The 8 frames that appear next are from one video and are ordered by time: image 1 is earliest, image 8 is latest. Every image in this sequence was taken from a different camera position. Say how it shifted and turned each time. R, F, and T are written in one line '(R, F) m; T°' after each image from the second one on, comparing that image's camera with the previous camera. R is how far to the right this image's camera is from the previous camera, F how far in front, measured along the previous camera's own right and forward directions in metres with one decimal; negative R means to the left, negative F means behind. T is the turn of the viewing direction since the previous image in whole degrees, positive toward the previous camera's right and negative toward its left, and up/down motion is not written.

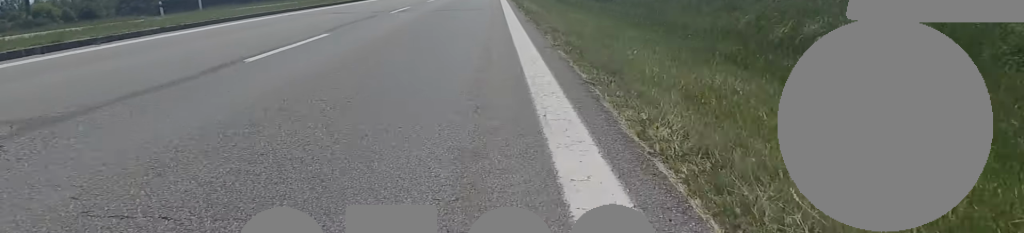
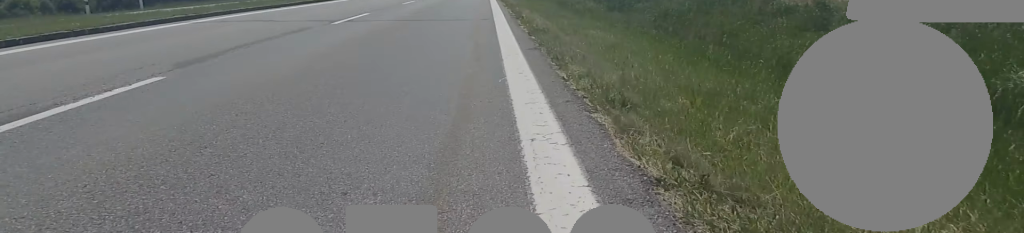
(0.0, +4.4) m; -3°
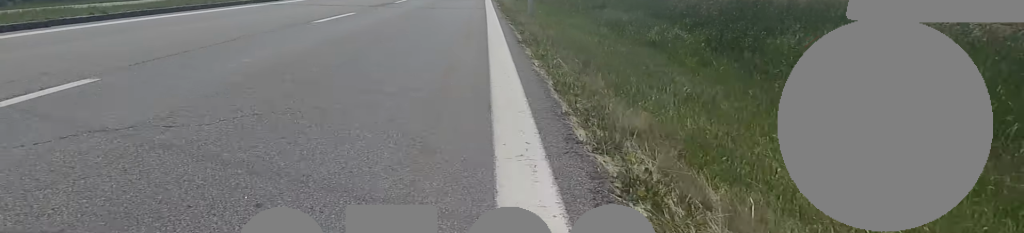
(-0.6, +9.4) m; 0°
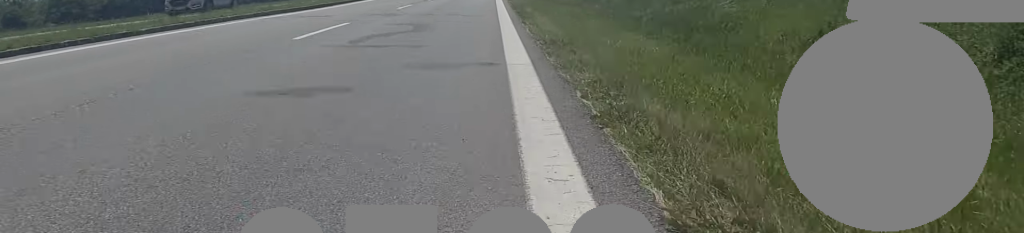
(+0.5, +29.9) m; +1°
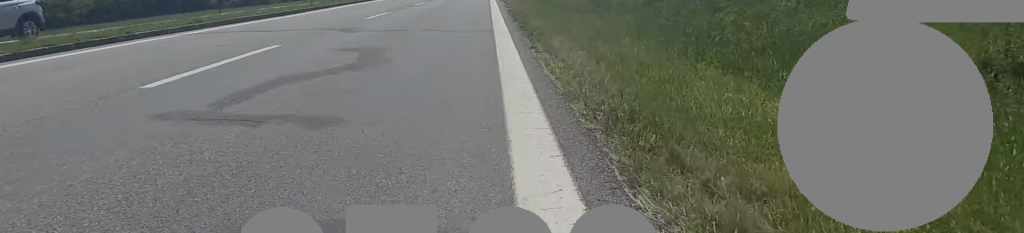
(-0.4, +3.6) m; 0°
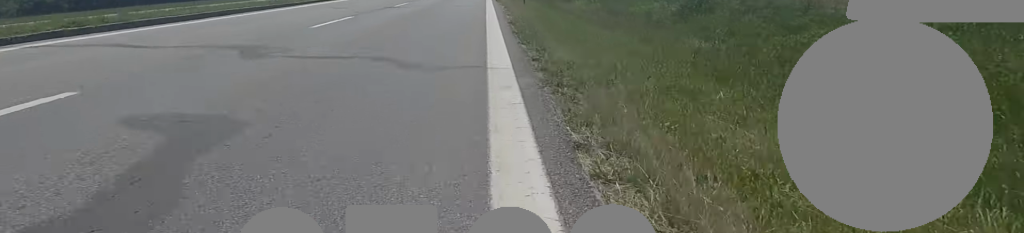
(+0.4, +3.8) m; 0°
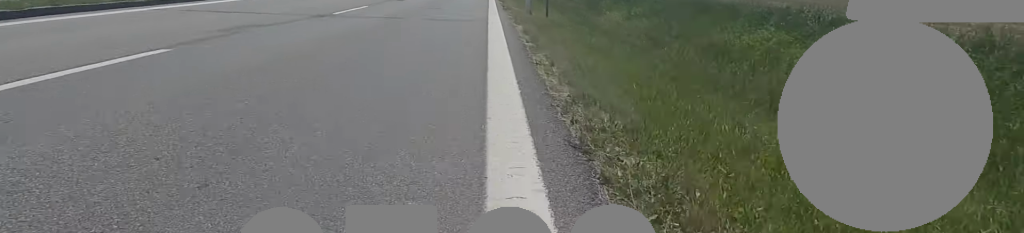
(+0.2, +7.5) m; 0°
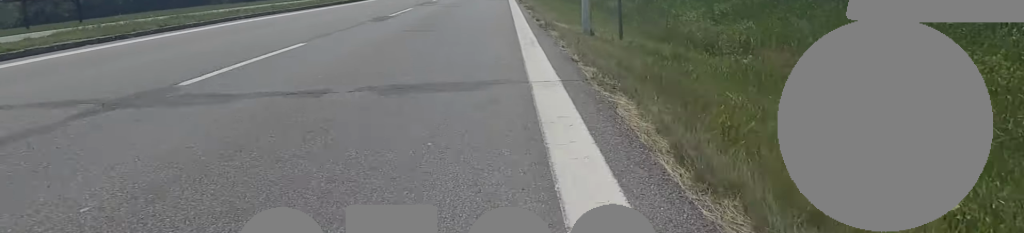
(-0.6, +6.0) m; 0°
